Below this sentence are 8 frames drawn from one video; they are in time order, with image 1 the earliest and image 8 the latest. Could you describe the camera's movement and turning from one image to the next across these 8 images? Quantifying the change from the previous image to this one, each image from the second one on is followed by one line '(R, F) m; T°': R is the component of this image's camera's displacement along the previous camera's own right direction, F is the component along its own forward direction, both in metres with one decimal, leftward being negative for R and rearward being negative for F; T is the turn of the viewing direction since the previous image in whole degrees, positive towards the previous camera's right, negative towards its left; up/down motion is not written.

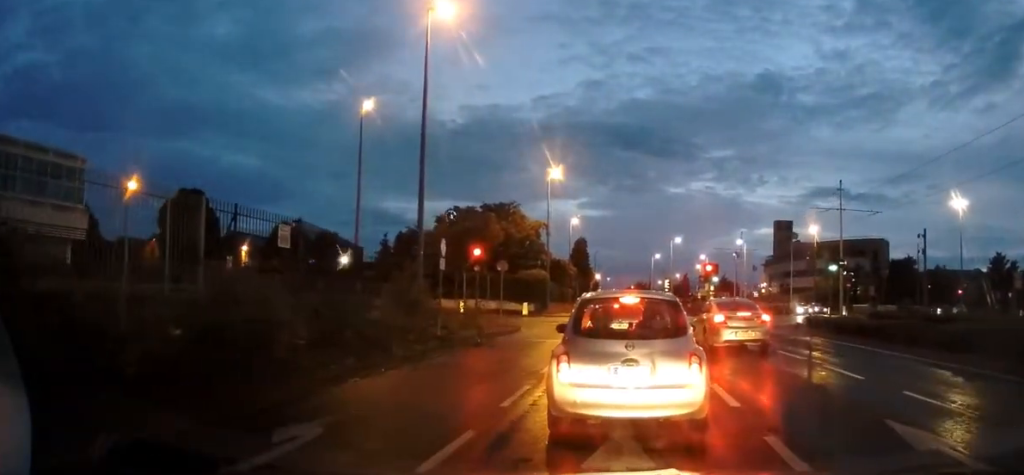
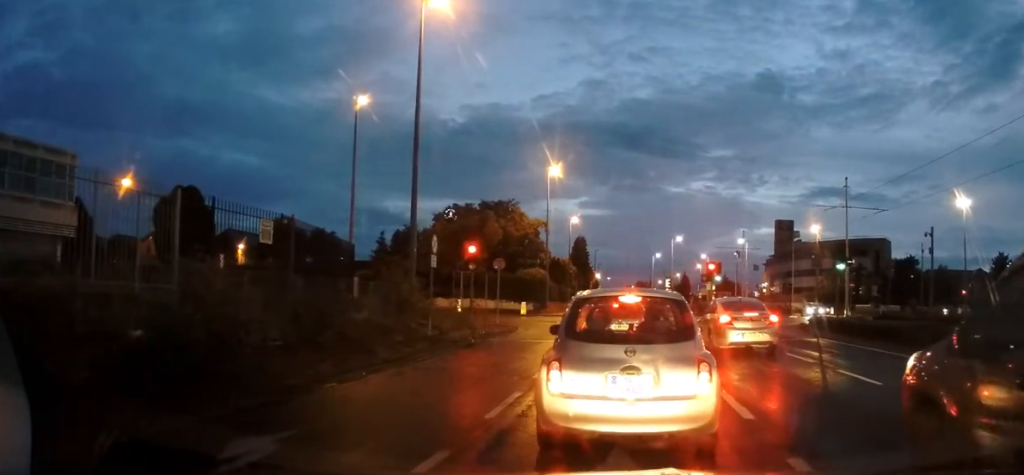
(-0.2, +0.8) m; 0°
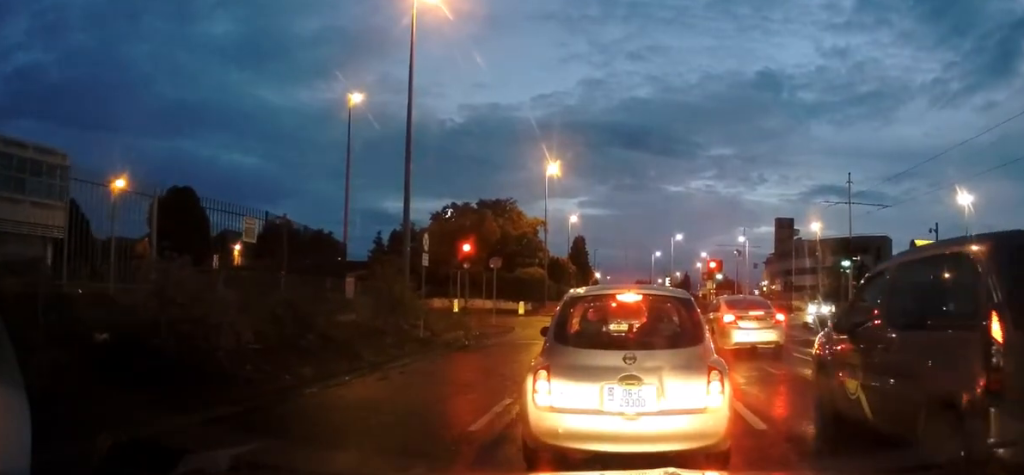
(-0.3, +0.5) m; 0°
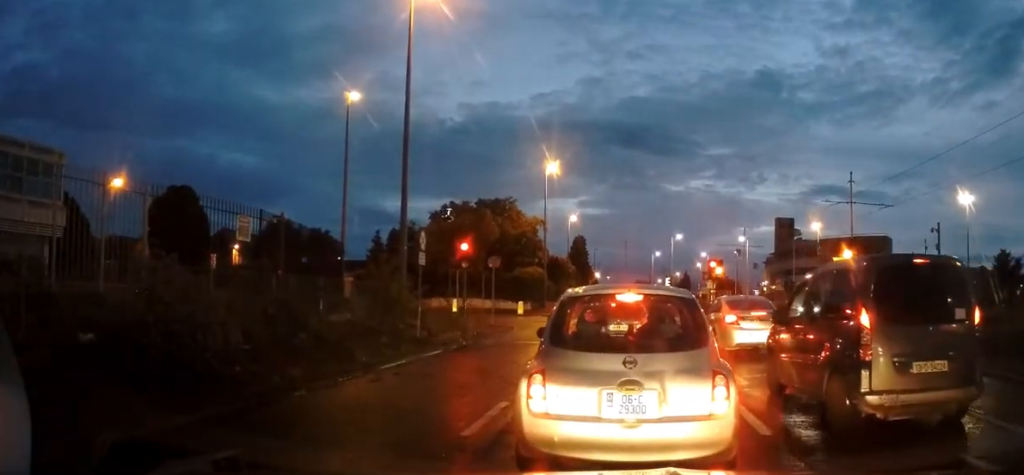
(0.0, +0.2) m; 0°
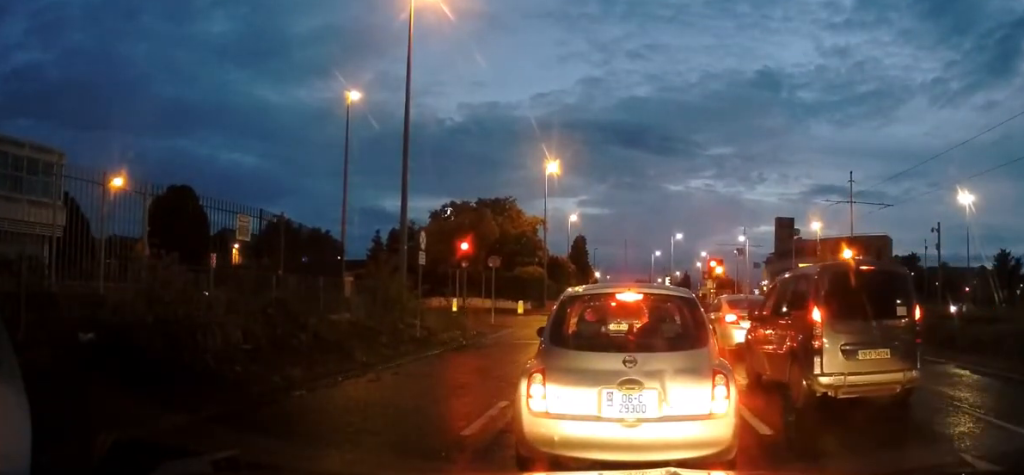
(0.0, 0.0) m; 0°
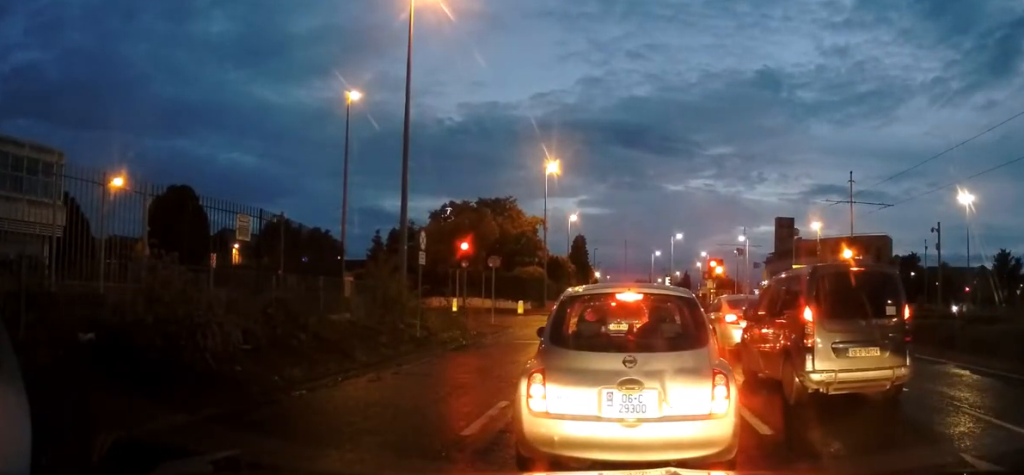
(0.0, 0.0) m; 0°
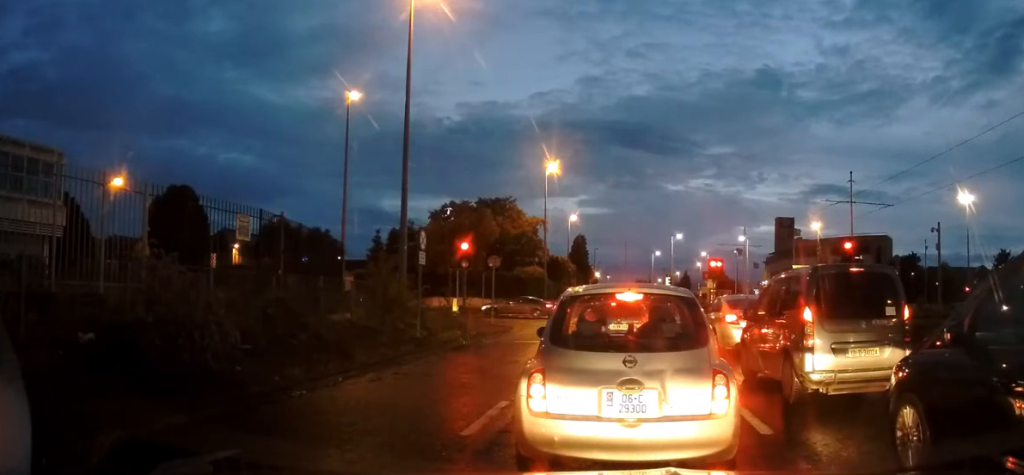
(0.0, 0.0) m; 0°
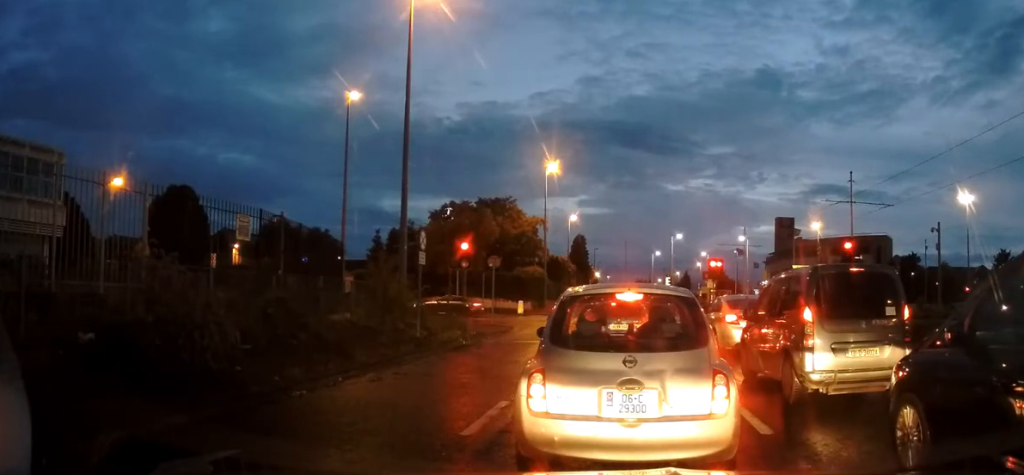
(0.0, 0.0) m; 0°
